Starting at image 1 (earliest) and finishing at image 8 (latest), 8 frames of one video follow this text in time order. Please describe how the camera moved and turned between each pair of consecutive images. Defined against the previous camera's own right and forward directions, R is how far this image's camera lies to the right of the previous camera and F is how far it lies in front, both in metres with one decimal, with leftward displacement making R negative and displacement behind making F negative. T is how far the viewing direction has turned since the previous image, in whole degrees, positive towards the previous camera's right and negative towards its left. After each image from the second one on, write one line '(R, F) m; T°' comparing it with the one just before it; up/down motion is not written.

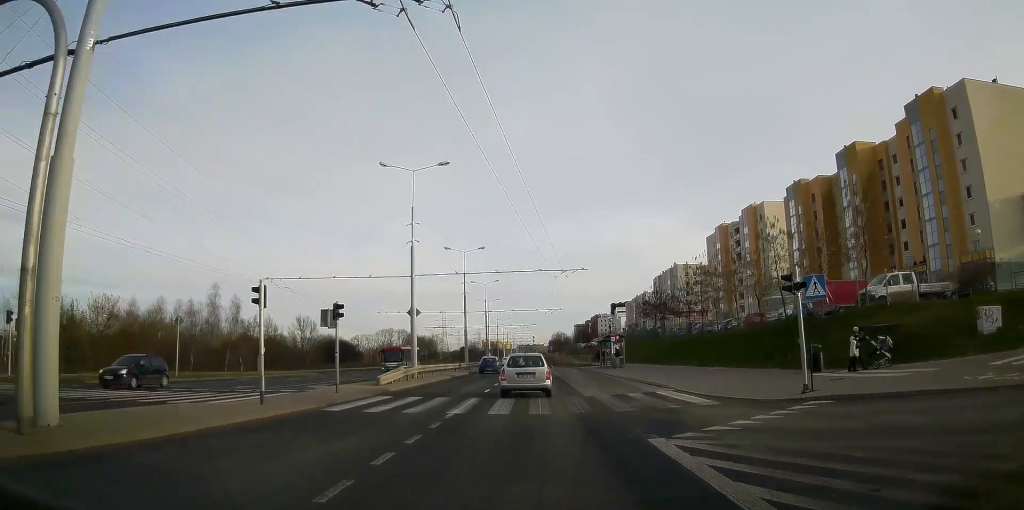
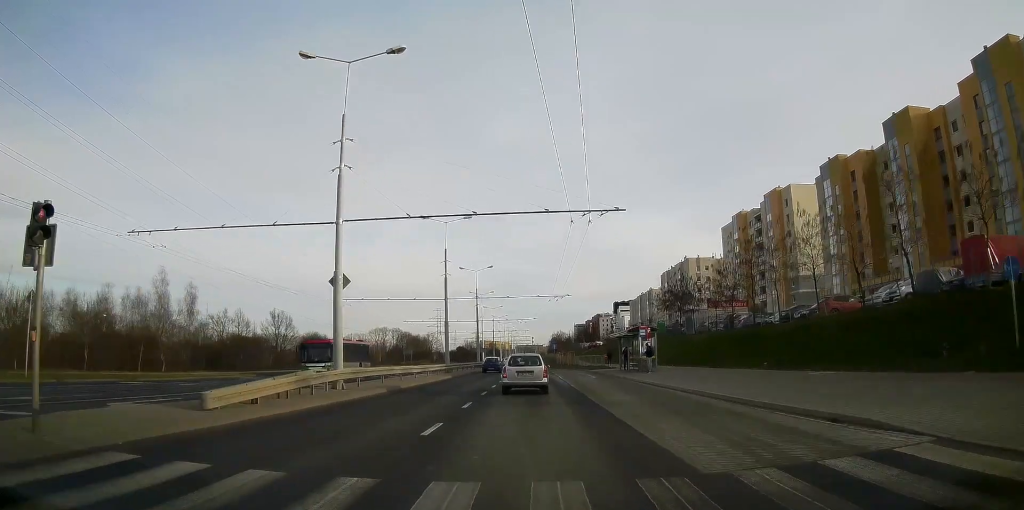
(-0.1, +14.2) m; +1°
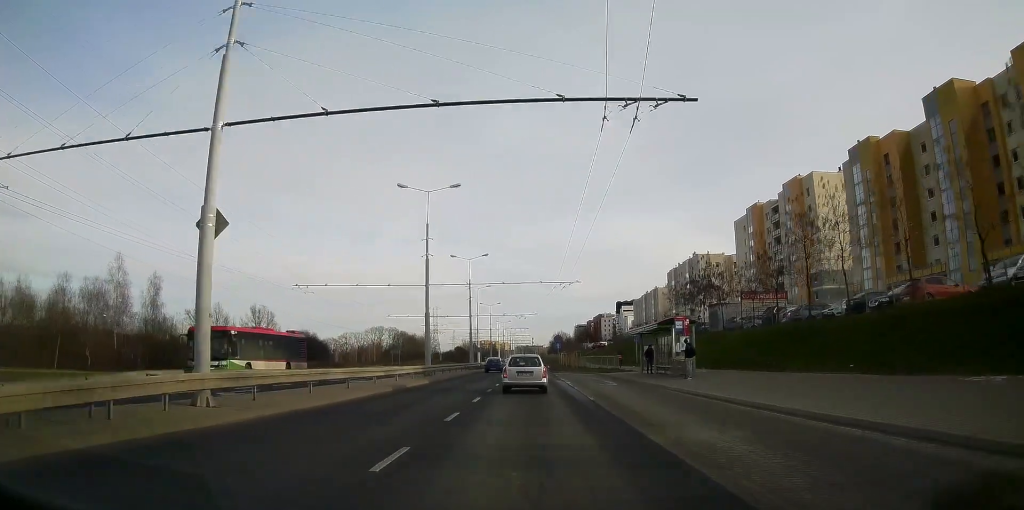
(+0.1, +9.3) m; 0°
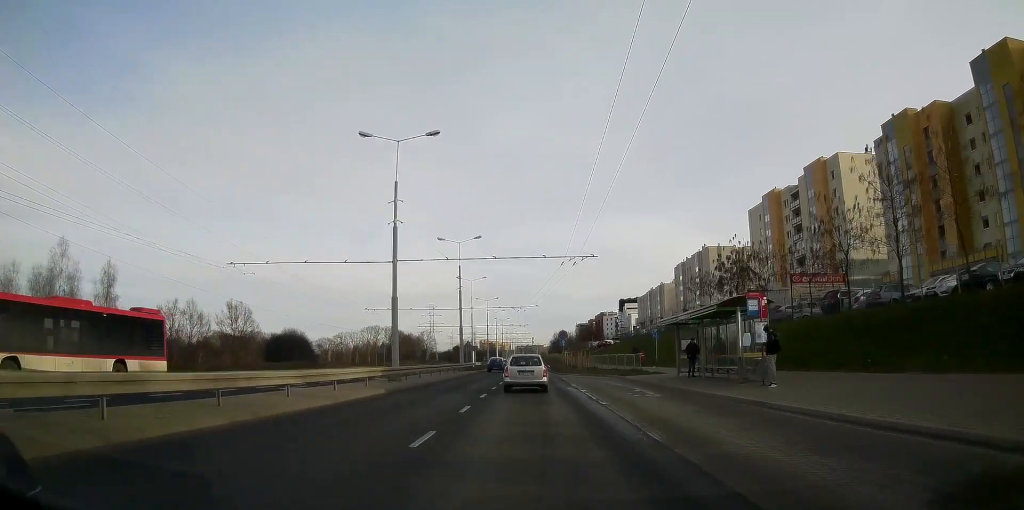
(+0.3, +9.6) m; -1°
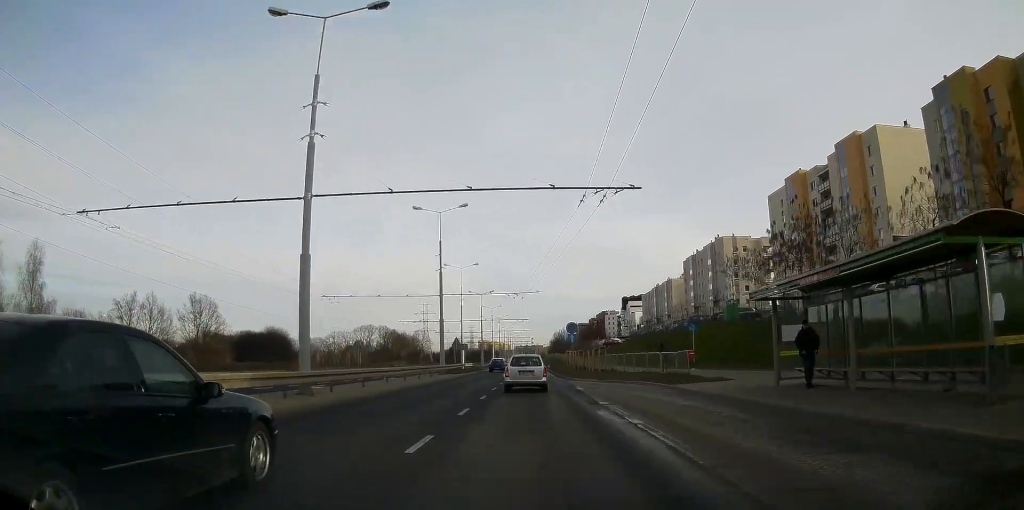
(-0.5, +12.2) m; 0°
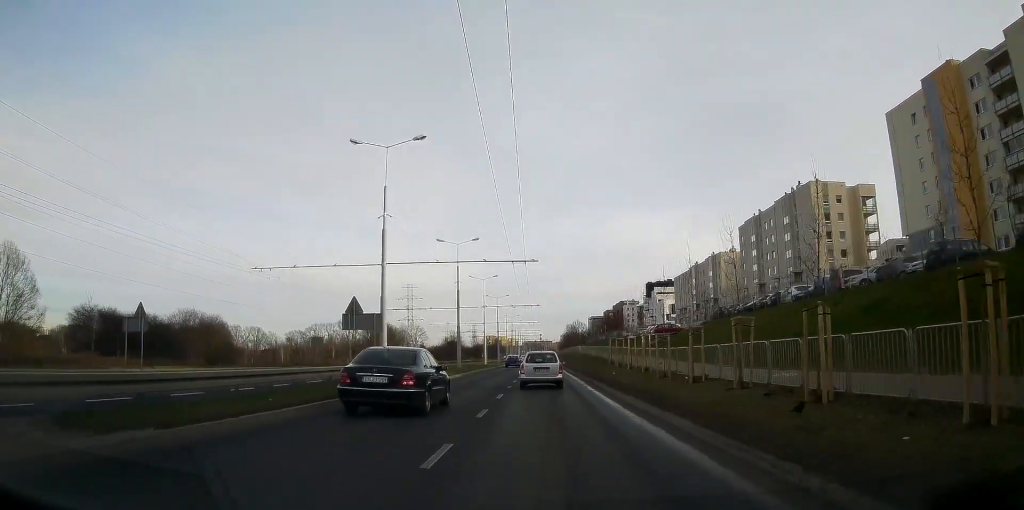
(+0.3, +42.8) m; -1°
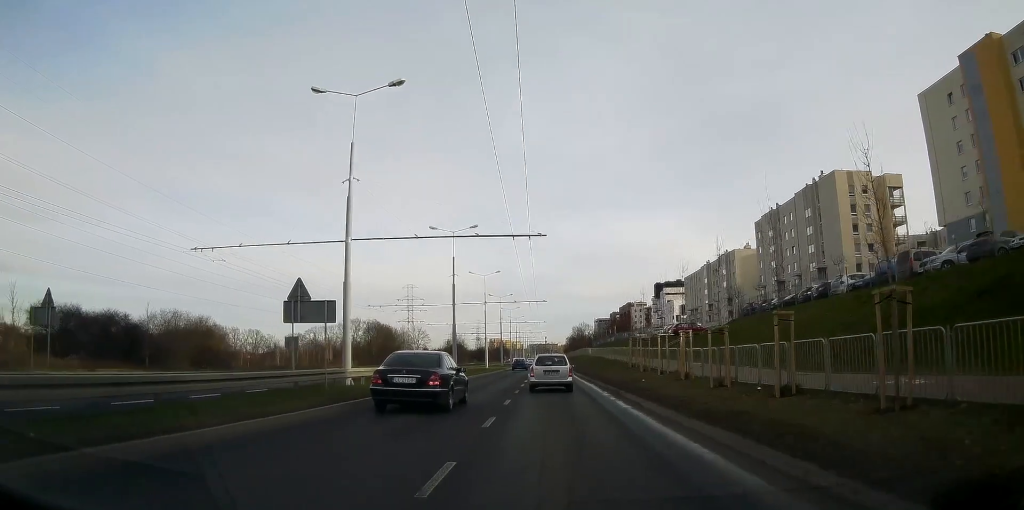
(-0.2, +7.2) m; 0°
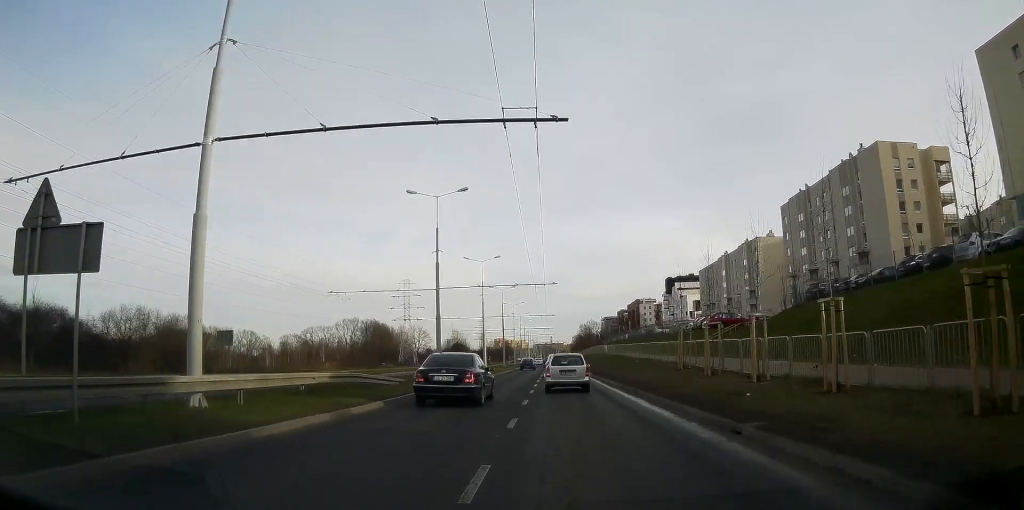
(+0.2, +12.0) m; +1°
